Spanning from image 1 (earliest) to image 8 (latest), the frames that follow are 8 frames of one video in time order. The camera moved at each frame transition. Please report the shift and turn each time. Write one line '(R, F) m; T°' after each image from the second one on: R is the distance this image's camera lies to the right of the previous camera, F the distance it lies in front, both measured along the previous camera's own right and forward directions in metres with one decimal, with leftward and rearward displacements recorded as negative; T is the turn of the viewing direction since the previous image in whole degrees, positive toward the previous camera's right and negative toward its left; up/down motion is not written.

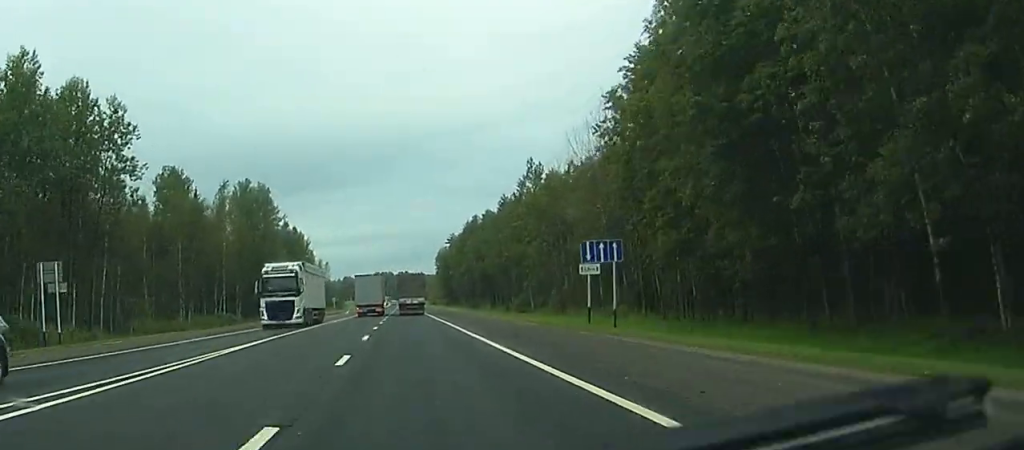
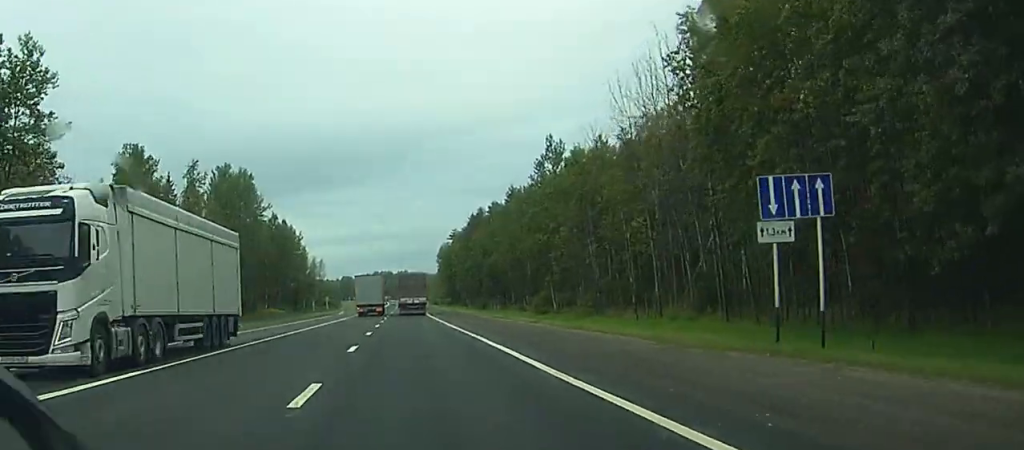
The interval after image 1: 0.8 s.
(-0.1, +18.9) m; 0°
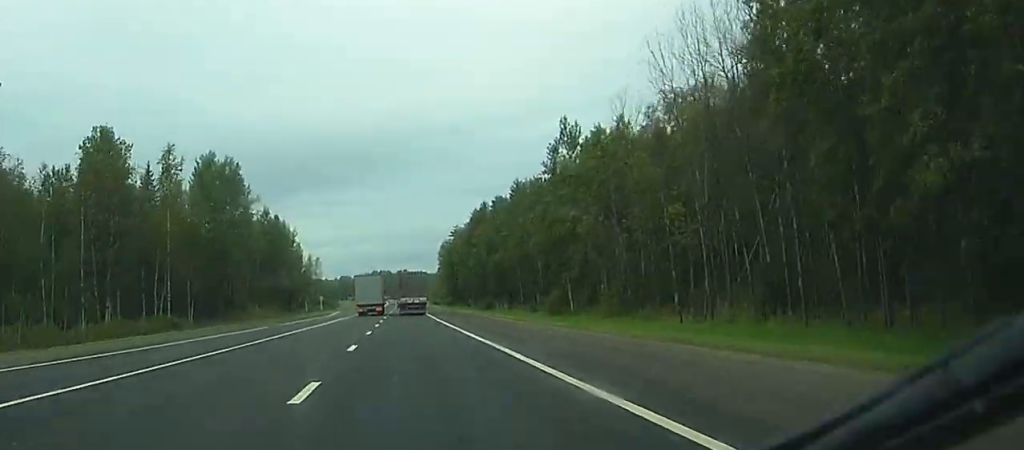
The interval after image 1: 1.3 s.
(0.0, +11.4) m; 0°
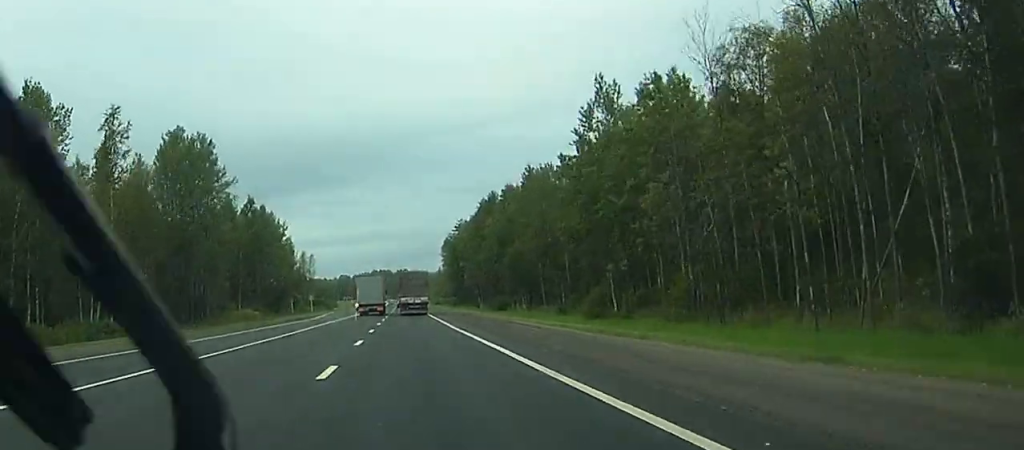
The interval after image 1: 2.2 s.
(-0.1, +20.0) m; 0°
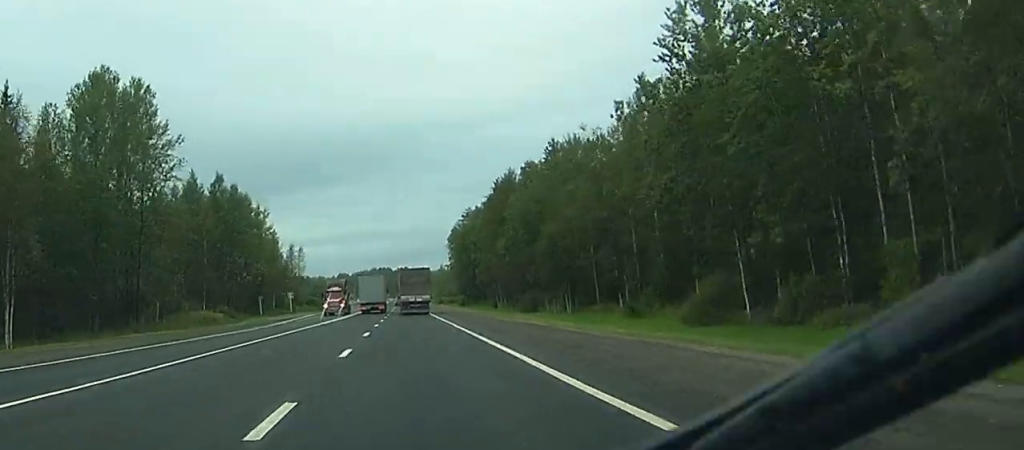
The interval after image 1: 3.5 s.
(0.0, +30.3) m; 0°
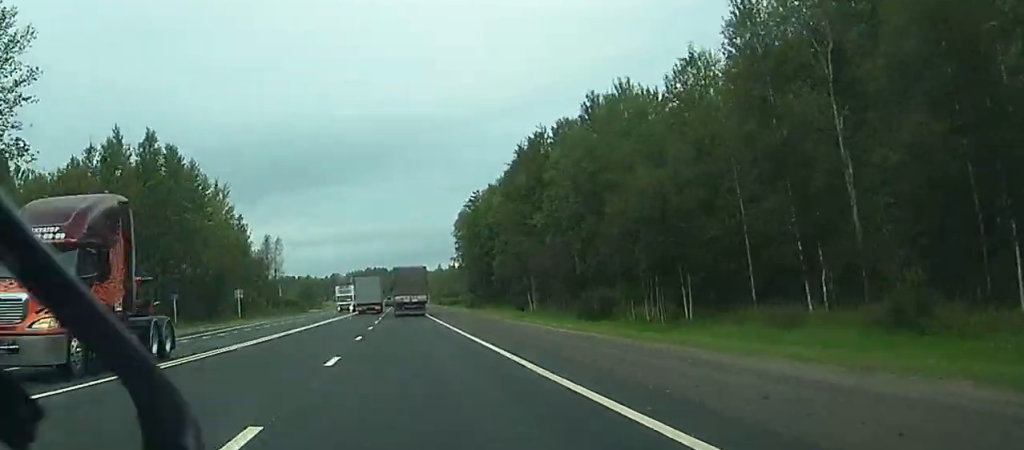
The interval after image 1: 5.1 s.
(-0.2, +37.8) m; 0°
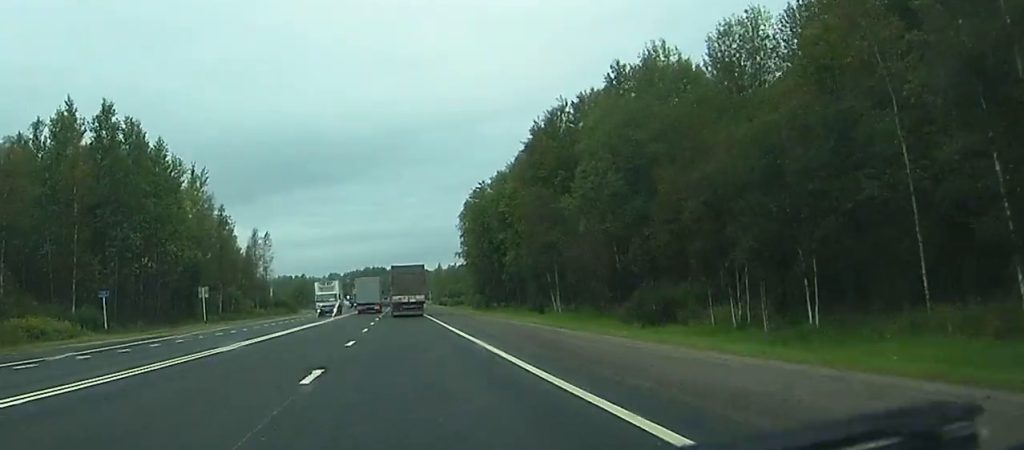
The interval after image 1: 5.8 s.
(0.0, +15.9) m; 0°
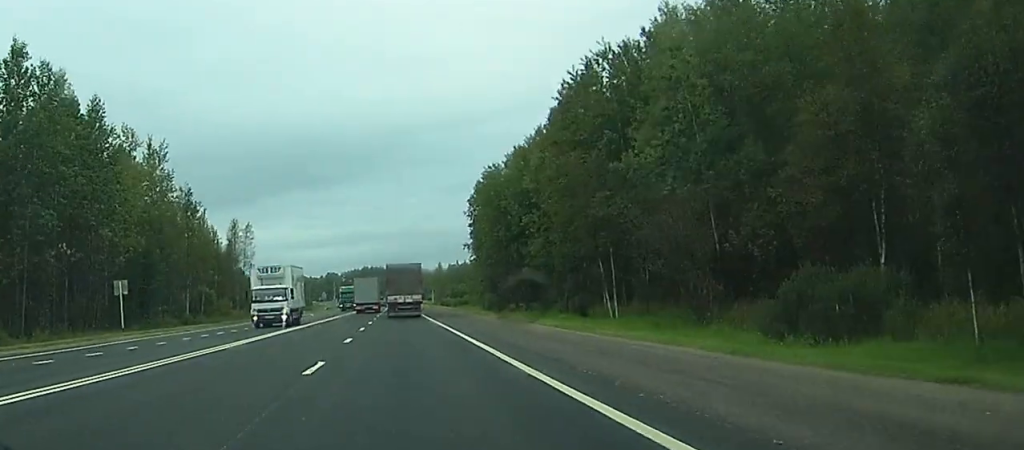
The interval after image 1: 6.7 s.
(+0.1, +22.4) m; +1°
